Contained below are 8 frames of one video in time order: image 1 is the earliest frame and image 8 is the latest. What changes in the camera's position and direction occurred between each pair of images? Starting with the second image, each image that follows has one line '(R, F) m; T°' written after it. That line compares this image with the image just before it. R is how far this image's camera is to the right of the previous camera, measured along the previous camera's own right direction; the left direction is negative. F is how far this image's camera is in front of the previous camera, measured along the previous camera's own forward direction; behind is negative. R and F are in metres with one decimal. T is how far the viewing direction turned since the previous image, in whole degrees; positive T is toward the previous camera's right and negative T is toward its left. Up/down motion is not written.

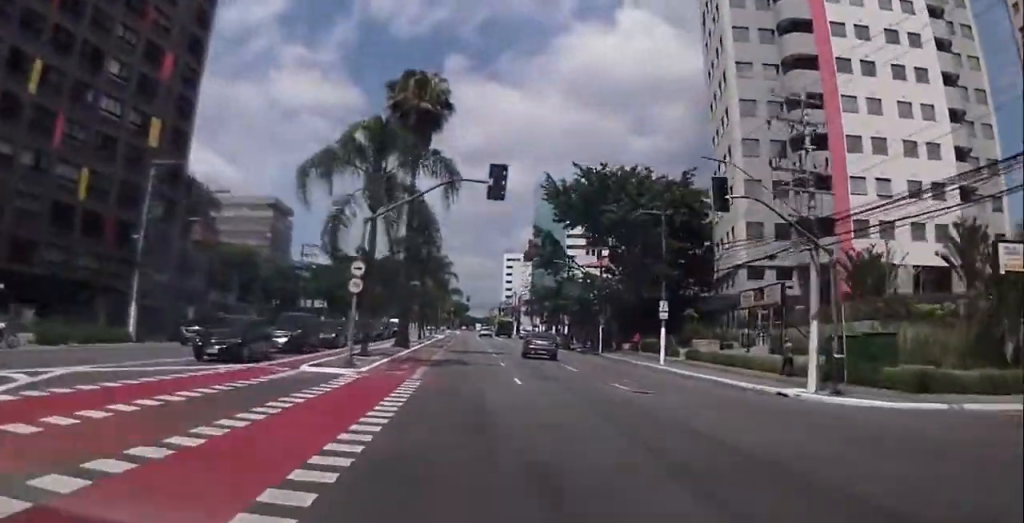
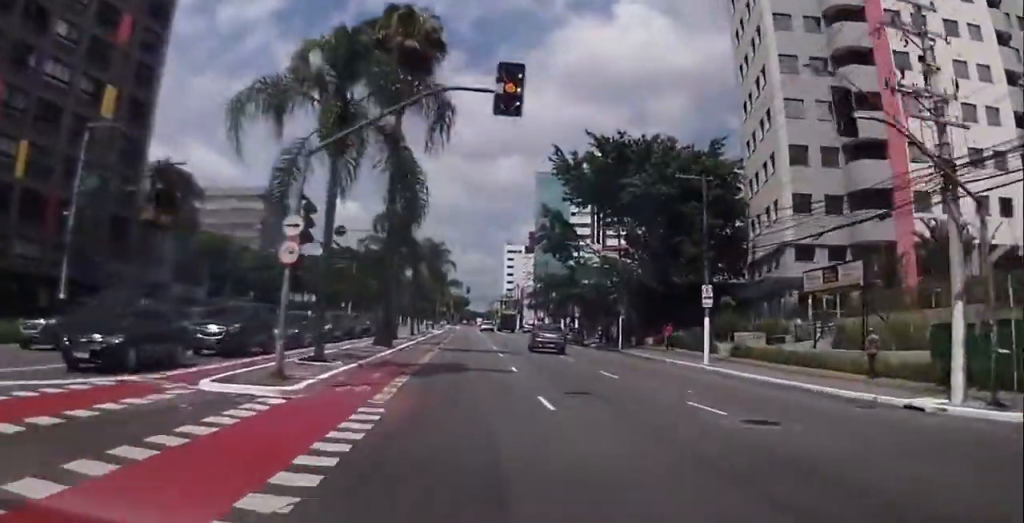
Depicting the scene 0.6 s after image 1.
(+0.1, +7.6) m; -2°
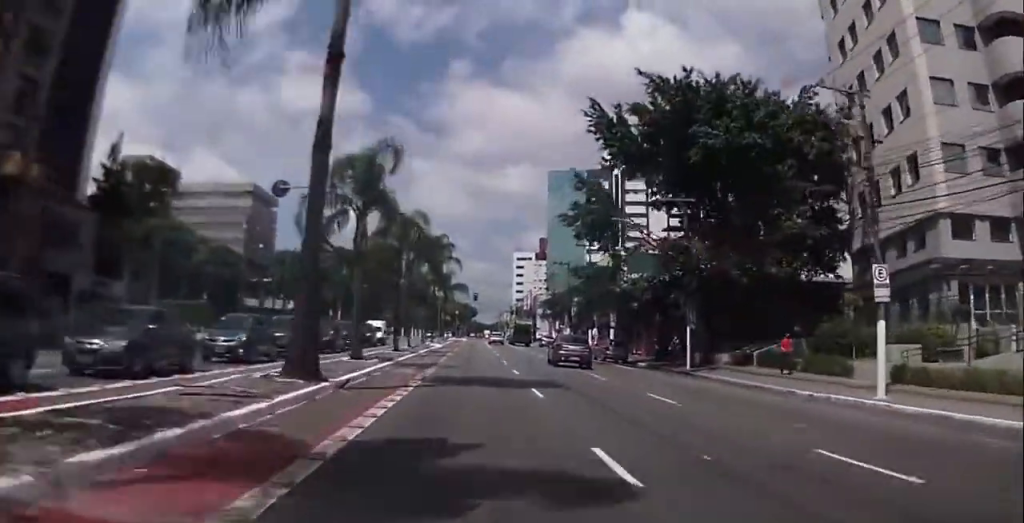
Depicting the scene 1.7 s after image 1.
(-0.8, +14.5) m; +3°
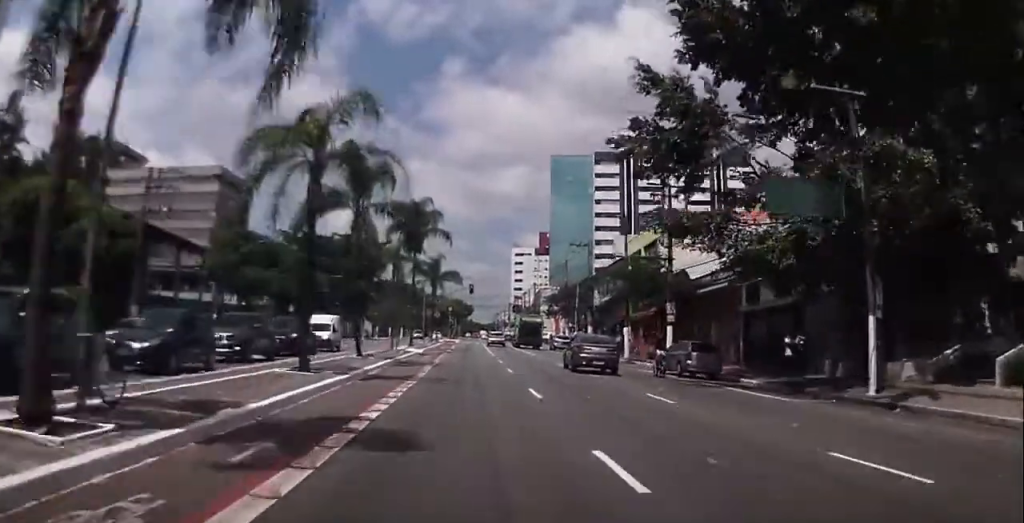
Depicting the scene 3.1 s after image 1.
(+1.6, +17.4) m; +1°
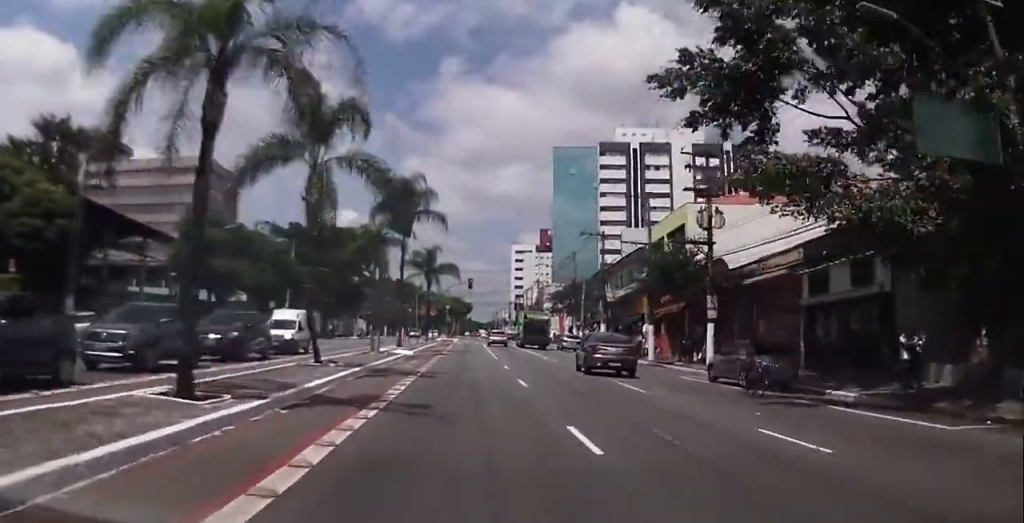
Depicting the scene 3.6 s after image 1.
(-0.4, +6.9) m; -3°
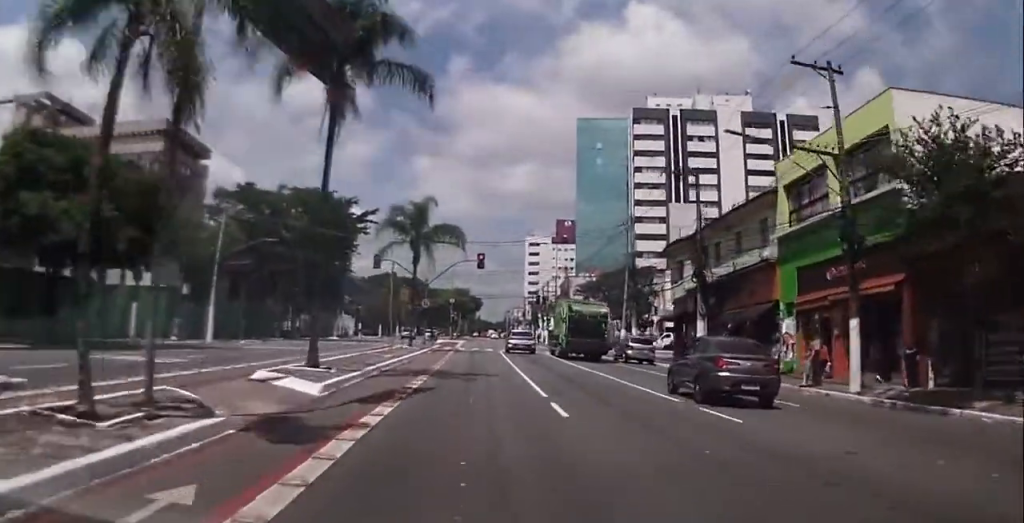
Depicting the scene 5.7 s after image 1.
(+0.1, +23.0) m; +2°
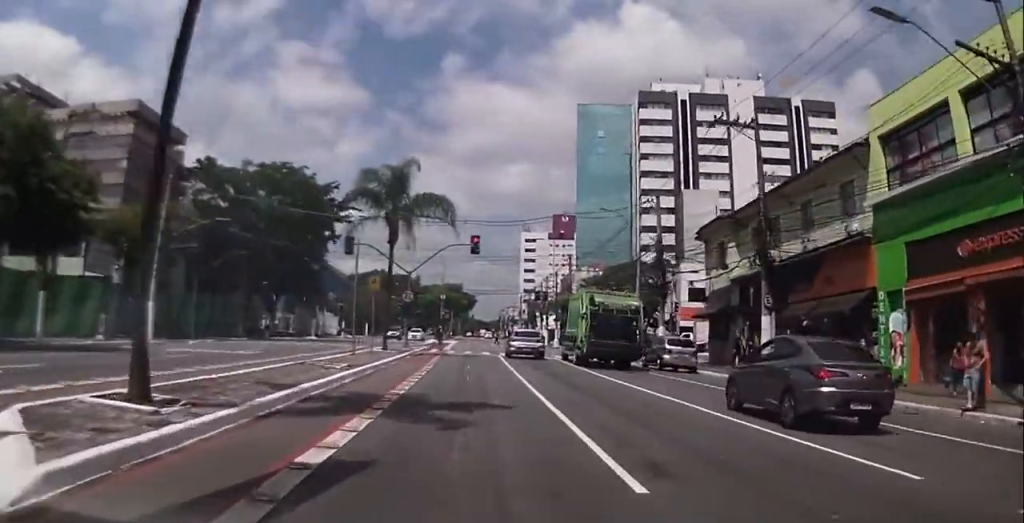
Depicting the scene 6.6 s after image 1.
(+0.2, +8.8) m; 0°
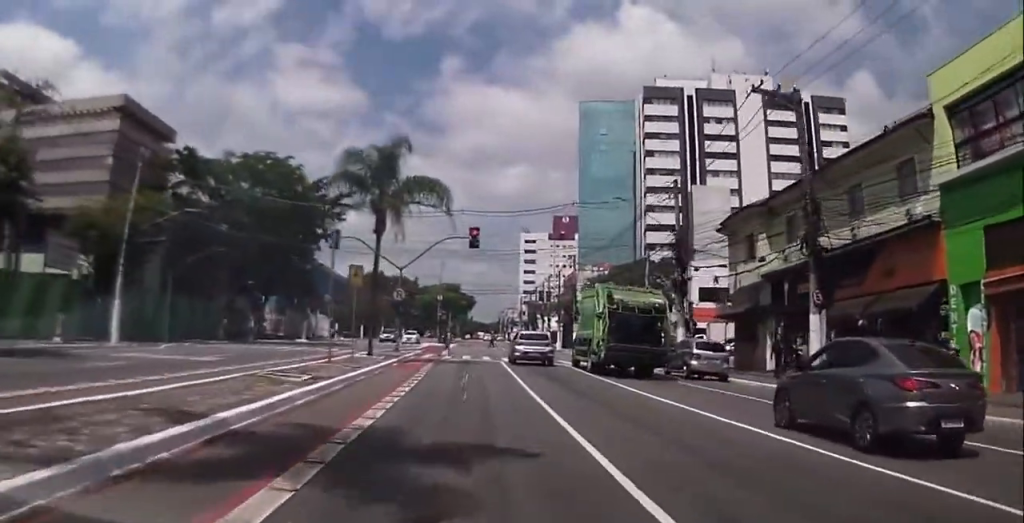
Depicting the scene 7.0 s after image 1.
(0.0, +4.1) m; 0°
